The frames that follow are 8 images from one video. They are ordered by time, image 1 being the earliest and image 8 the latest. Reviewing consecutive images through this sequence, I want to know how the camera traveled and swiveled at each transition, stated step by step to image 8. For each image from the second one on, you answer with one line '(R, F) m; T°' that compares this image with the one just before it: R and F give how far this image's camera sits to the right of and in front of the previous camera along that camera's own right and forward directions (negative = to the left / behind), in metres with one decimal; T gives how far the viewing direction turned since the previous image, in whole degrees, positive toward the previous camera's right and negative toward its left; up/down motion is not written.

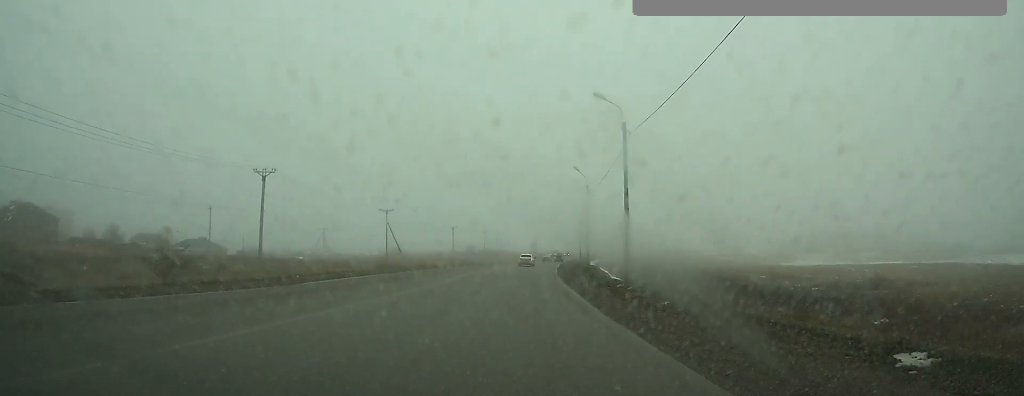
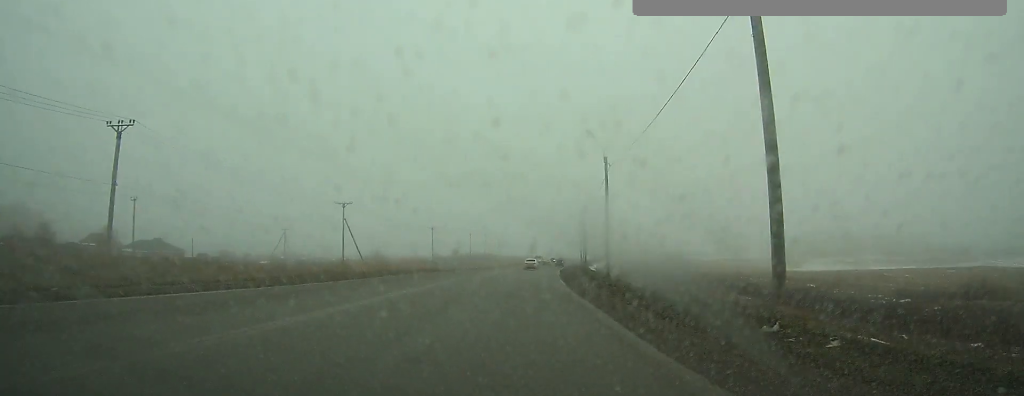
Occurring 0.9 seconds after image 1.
(+0.1, +14.8) m; +1°
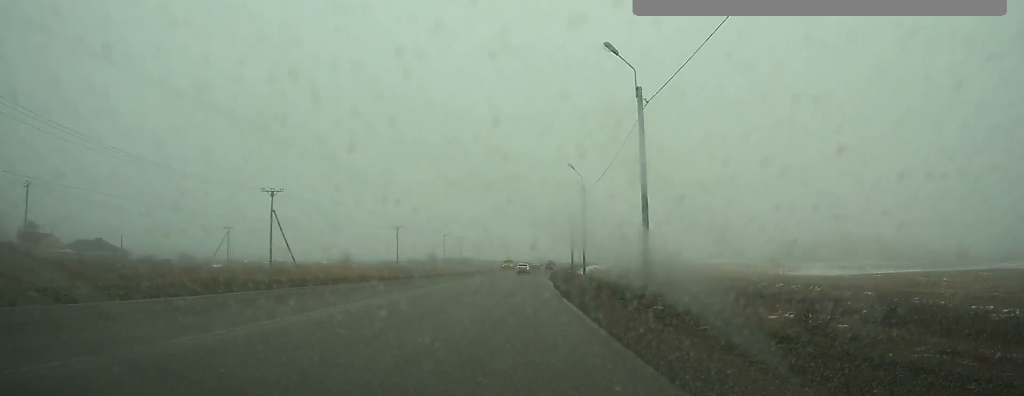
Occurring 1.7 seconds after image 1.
(+0.1, +15.2) m; +1°
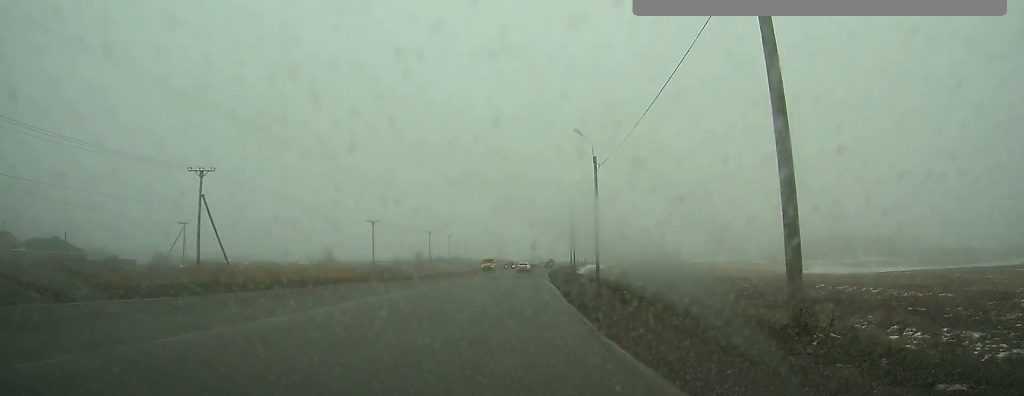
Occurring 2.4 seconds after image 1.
(+0.1, +12.5) m; +1°
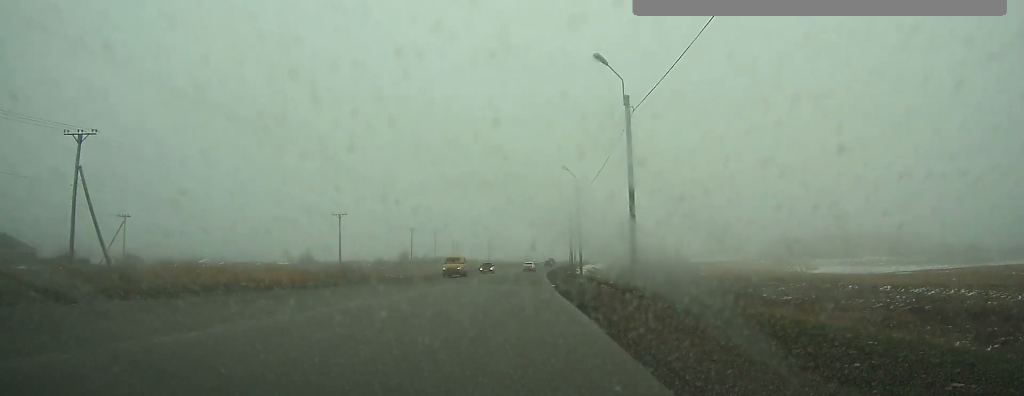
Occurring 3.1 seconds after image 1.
(+0.1, +14.8) m; +1°
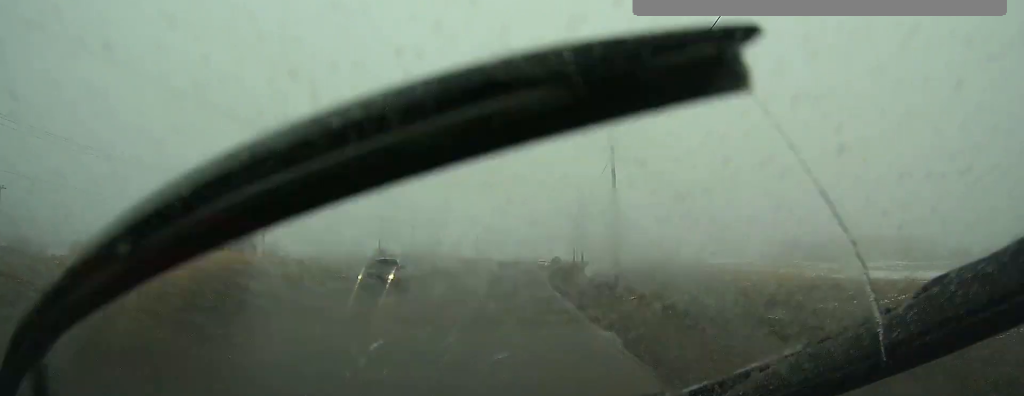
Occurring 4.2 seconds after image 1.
(+0.2, +25.1) m; +1°
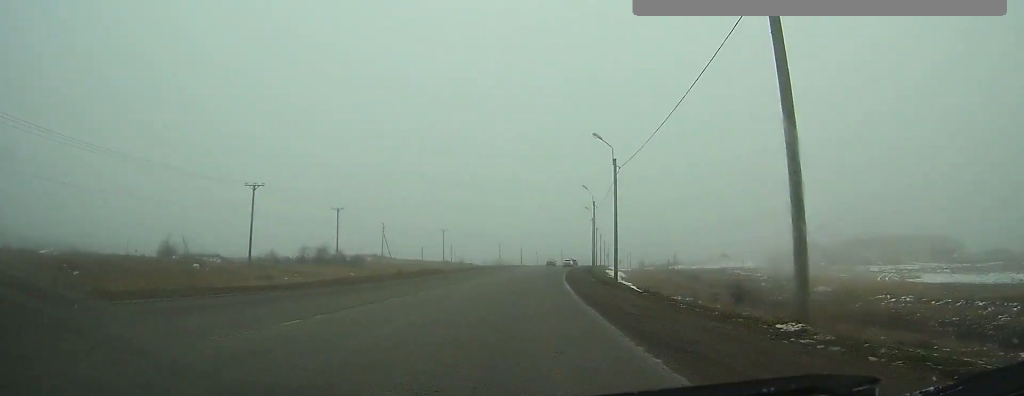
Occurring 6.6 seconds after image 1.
(+1.4, +54.4) m; +3°
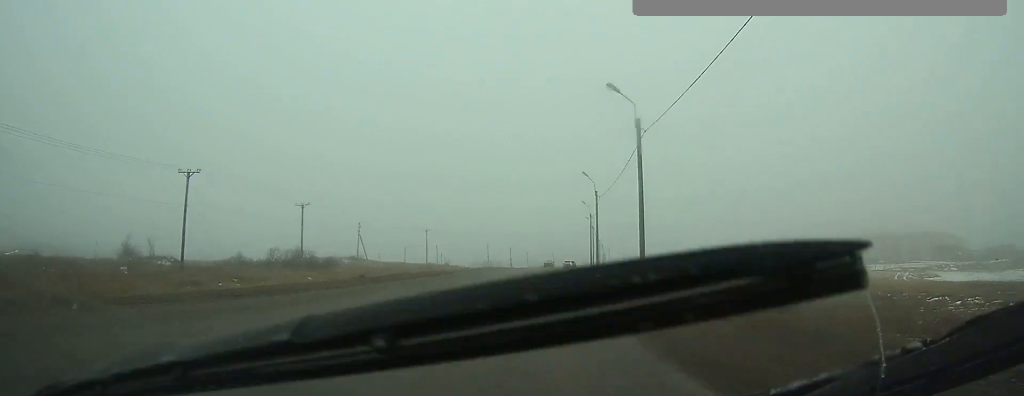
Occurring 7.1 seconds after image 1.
(0.0, +10.7) m; +1°
